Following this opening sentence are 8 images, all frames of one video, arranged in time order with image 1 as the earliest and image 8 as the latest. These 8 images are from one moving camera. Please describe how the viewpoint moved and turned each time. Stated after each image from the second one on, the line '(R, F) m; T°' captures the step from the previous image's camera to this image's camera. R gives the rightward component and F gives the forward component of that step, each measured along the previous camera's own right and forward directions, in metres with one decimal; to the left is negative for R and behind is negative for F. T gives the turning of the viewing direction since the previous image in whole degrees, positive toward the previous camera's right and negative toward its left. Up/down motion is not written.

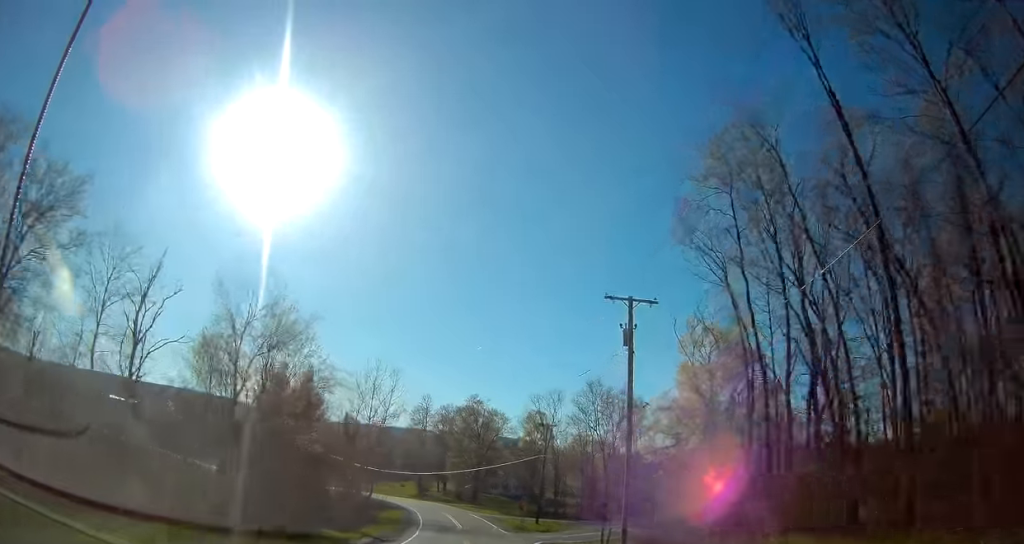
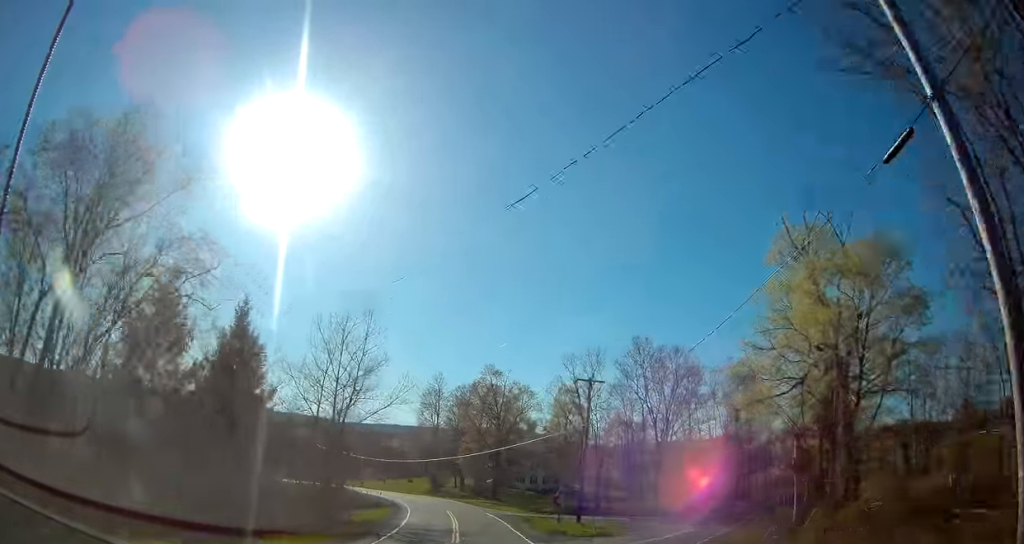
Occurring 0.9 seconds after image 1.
(-0.7, +20.4) m; -3°
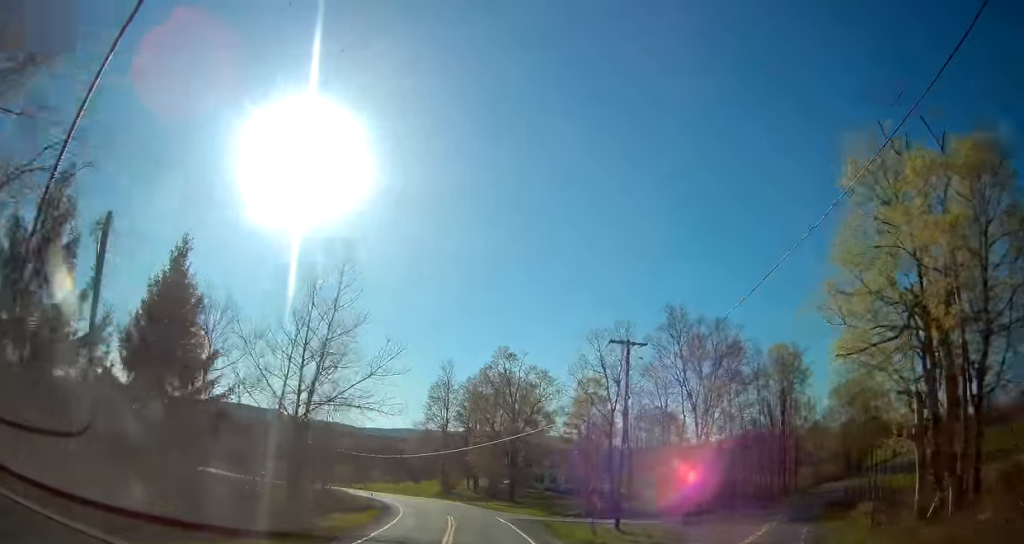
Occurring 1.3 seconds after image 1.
(-0.3, +10.8) m; -2°
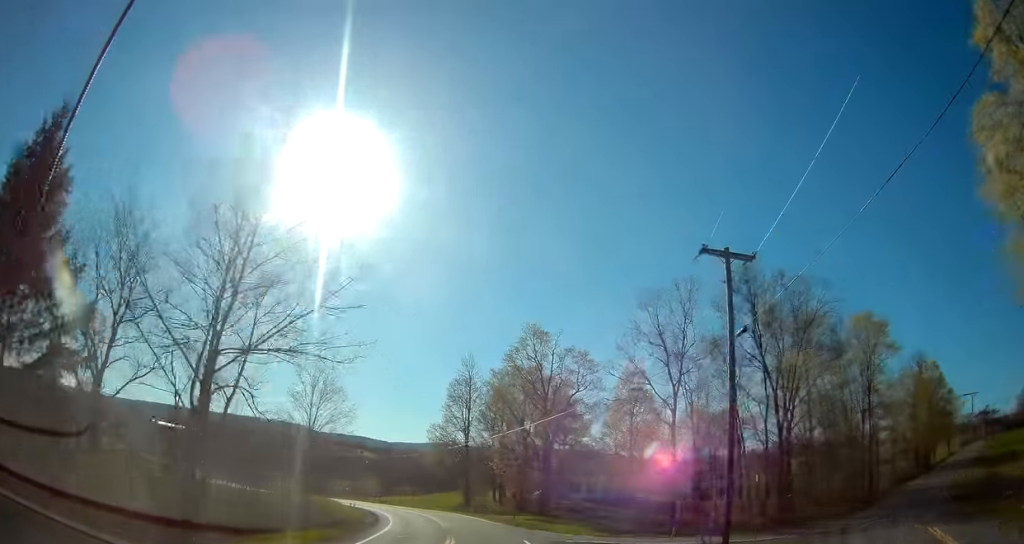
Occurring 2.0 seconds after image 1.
(-0.1, +14.6) m; -3°
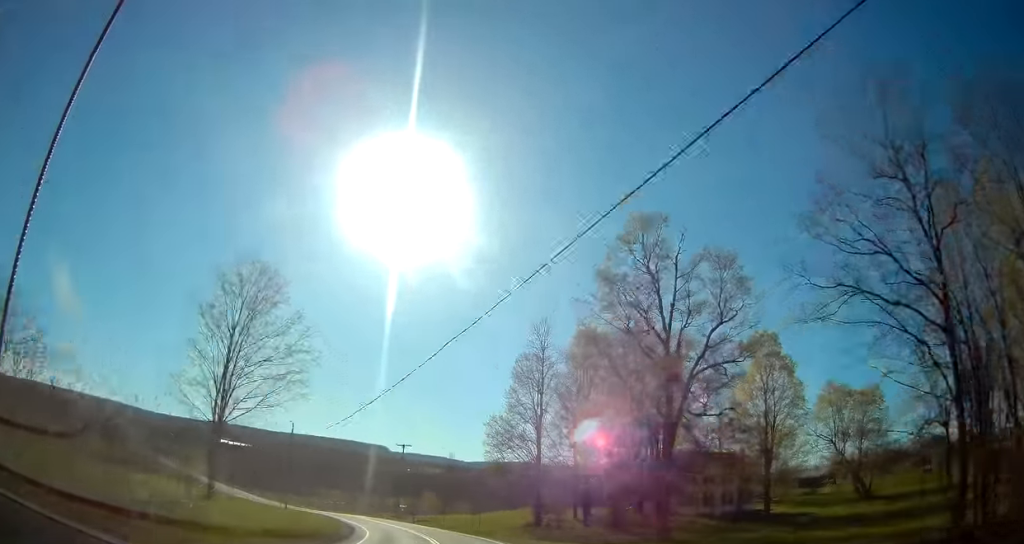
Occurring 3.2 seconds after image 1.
(-1.5, +27.6) m; -6°
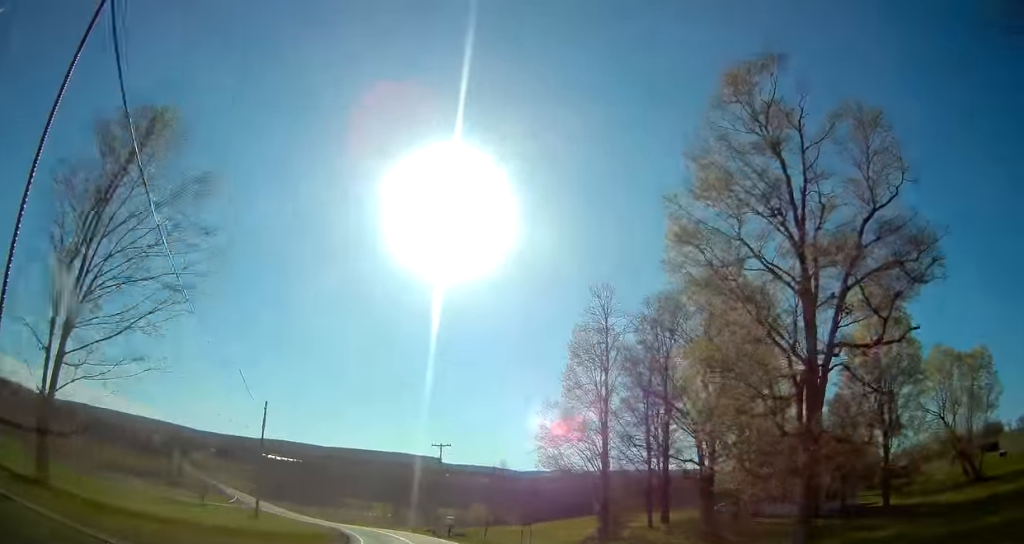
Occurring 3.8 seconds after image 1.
(-0.3, +14.5) m; -5°
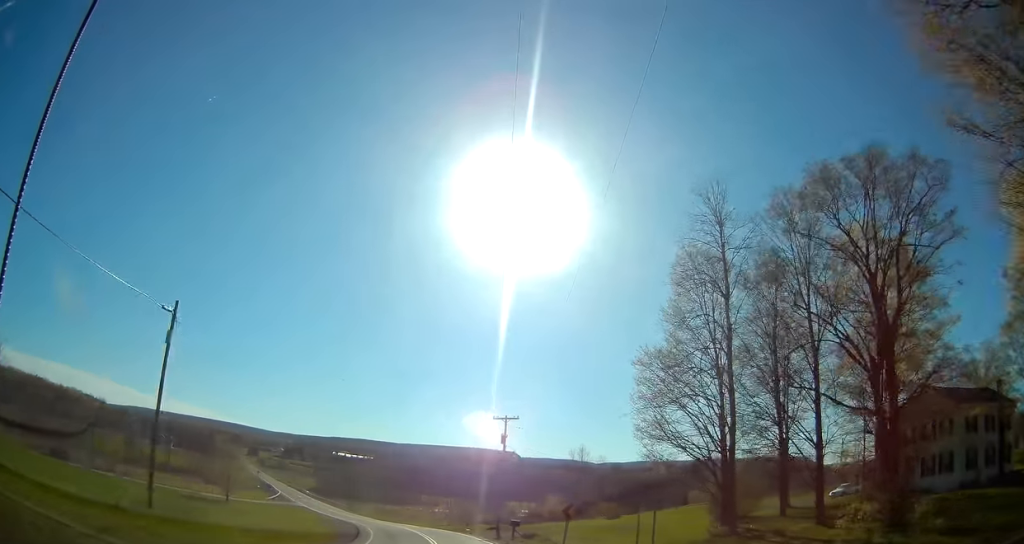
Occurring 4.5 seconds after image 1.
(-1.2, +16.5) m; -6°
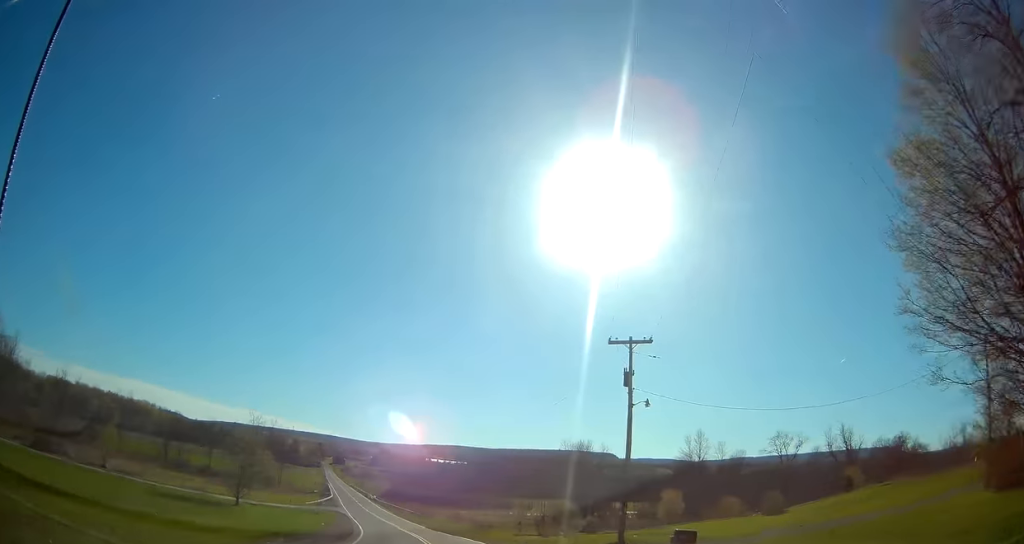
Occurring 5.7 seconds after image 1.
(-2.1, +25.7) m; -10°
